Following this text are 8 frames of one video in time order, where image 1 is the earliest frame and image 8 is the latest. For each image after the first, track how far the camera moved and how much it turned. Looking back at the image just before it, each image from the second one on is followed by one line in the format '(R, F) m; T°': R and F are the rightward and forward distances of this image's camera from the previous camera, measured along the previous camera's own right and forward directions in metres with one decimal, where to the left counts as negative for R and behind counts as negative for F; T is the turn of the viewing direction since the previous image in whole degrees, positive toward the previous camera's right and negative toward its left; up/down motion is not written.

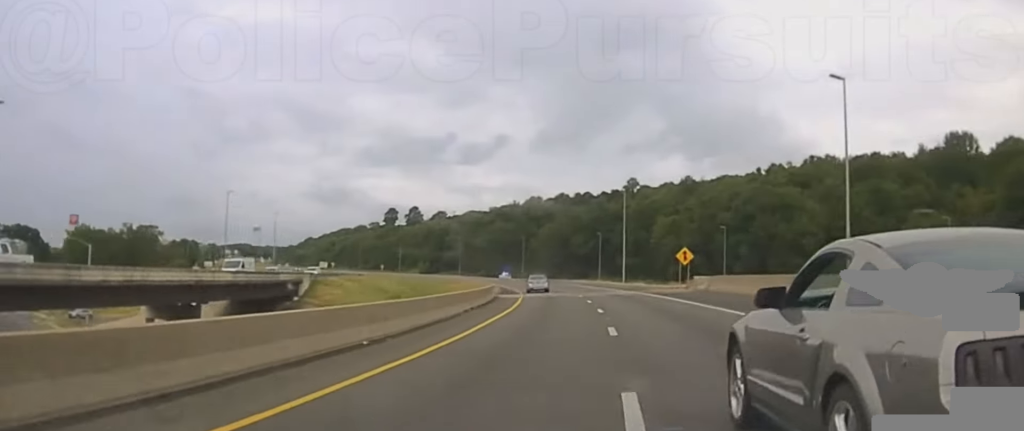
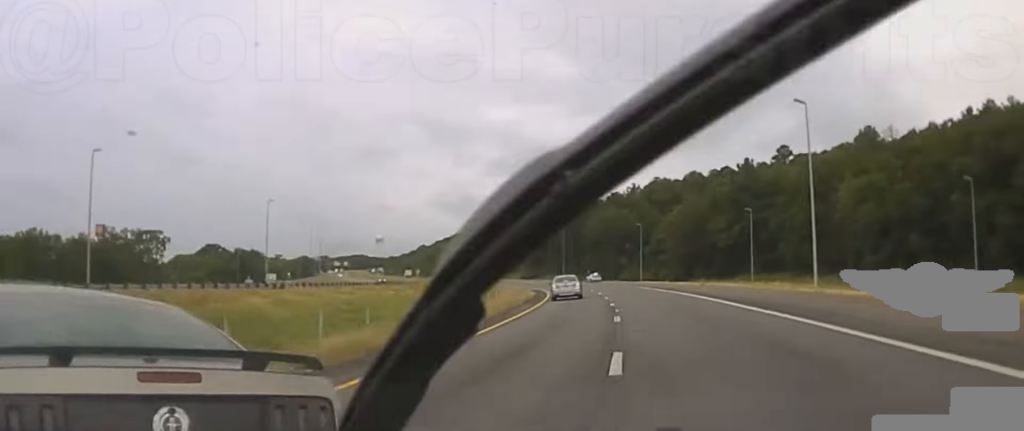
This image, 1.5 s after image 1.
(-5.6, +73.6) m; -7°
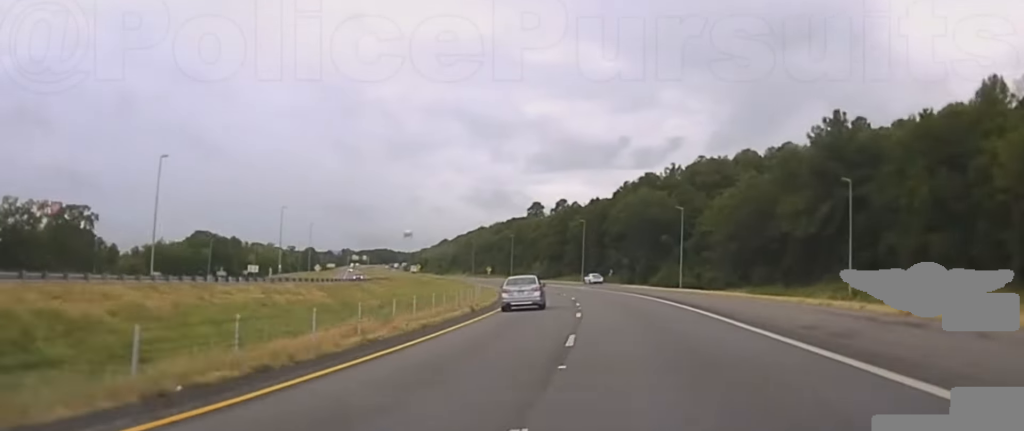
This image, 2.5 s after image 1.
(-1.1, +47.9) m; -2°
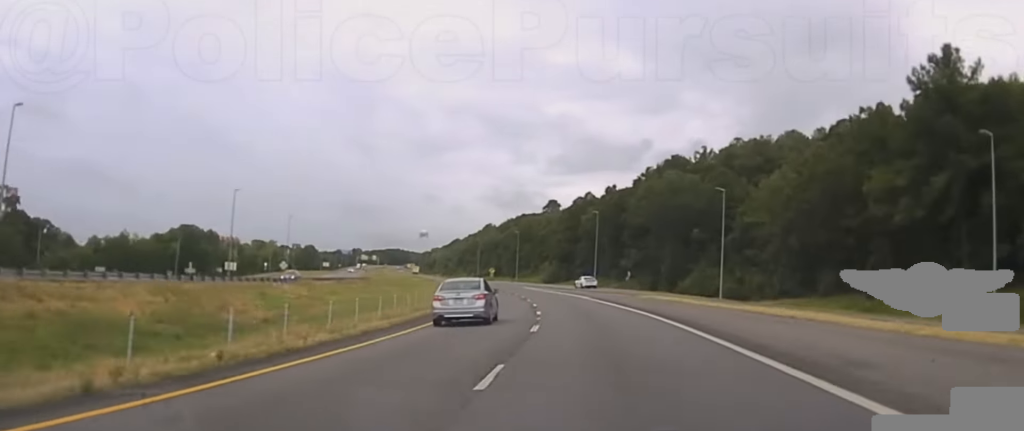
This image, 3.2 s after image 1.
(+0.3, +33.8) m; -1°
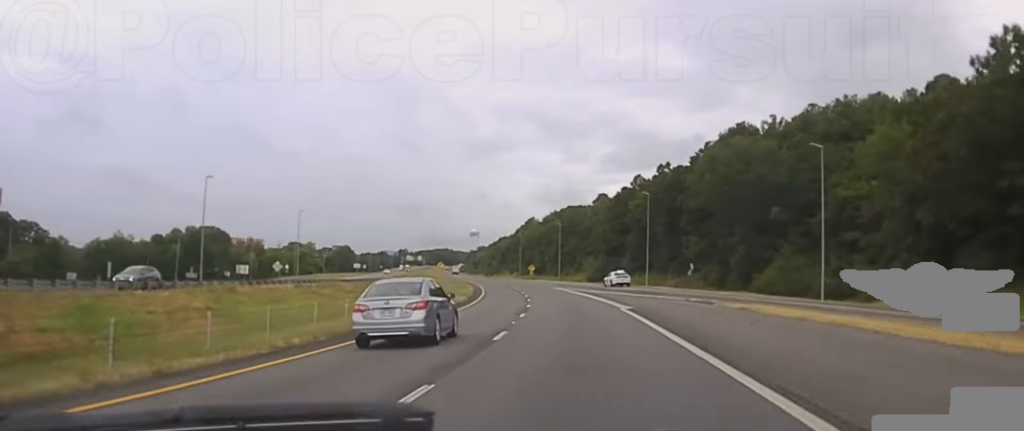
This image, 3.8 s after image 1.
(-1.1, +23.8) m; -4°
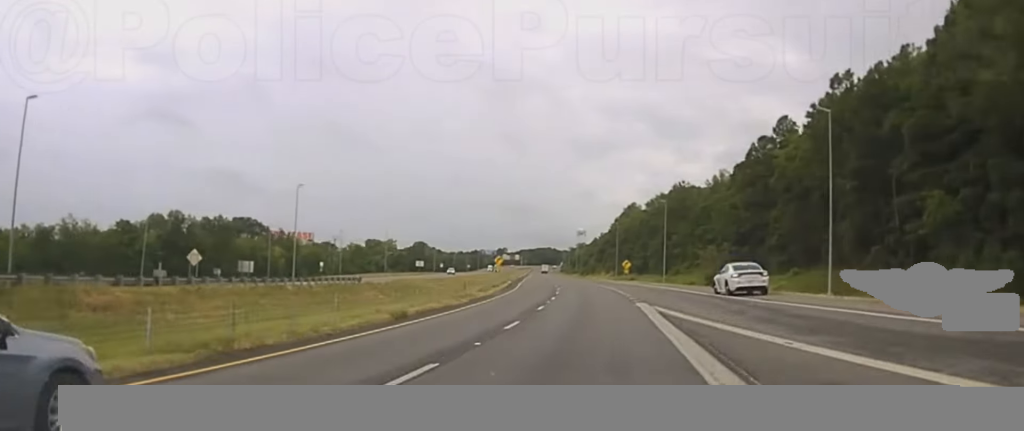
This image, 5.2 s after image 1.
(-3.3, +48.5) m; -7°
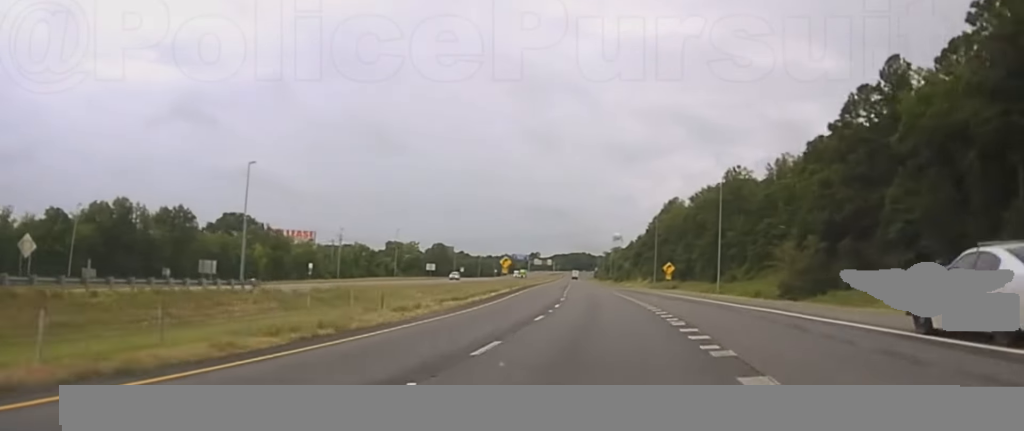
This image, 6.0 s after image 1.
(-0.7, +25.4) m; -2°
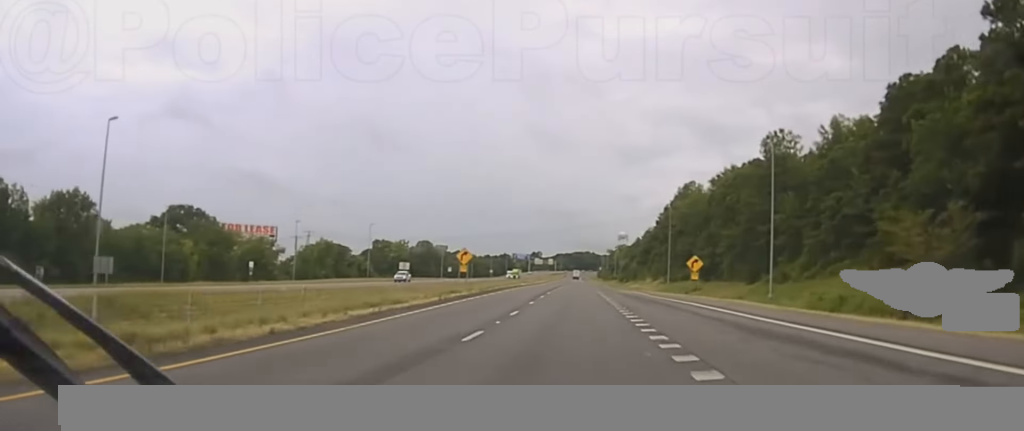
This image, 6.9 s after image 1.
(-0.3, +27.3) m; 0°
